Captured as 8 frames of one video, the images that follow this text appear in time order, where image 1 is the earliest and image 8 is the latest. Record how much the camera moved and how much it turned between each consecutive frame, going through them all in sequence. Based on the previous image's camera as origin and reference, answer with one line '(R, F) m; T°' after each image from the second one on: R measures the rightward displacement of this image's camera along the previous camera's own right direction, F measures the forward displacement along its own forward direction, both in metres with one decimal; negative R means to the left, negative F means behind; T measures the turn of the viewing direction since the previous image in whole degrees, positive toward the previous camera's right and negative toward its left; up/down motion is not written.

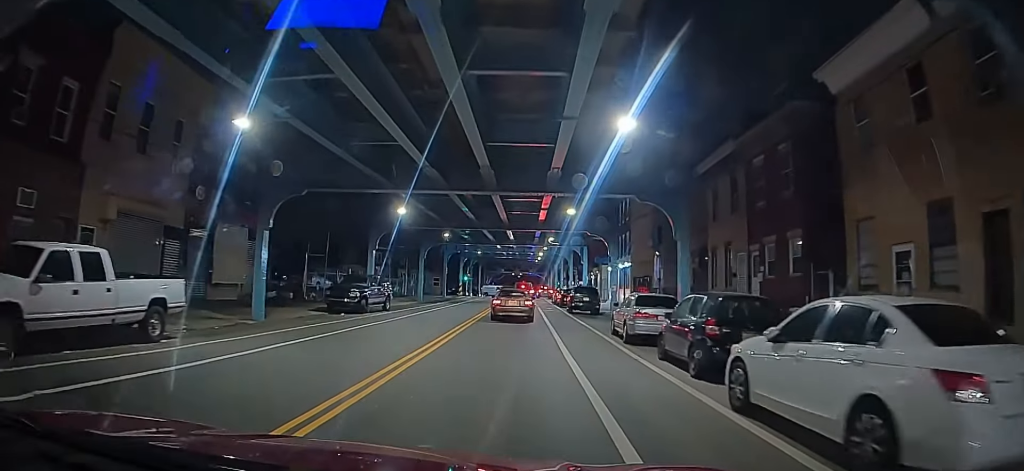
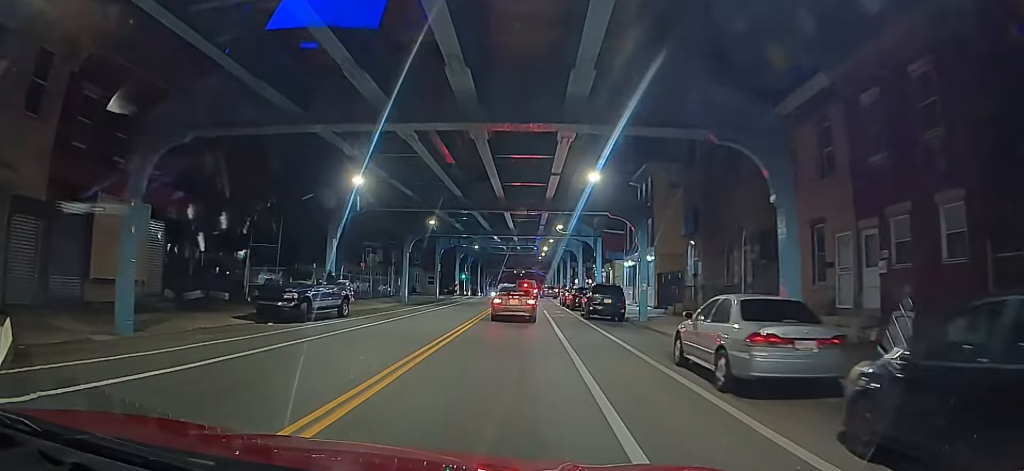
(-0.1, +6.4) m; +1°
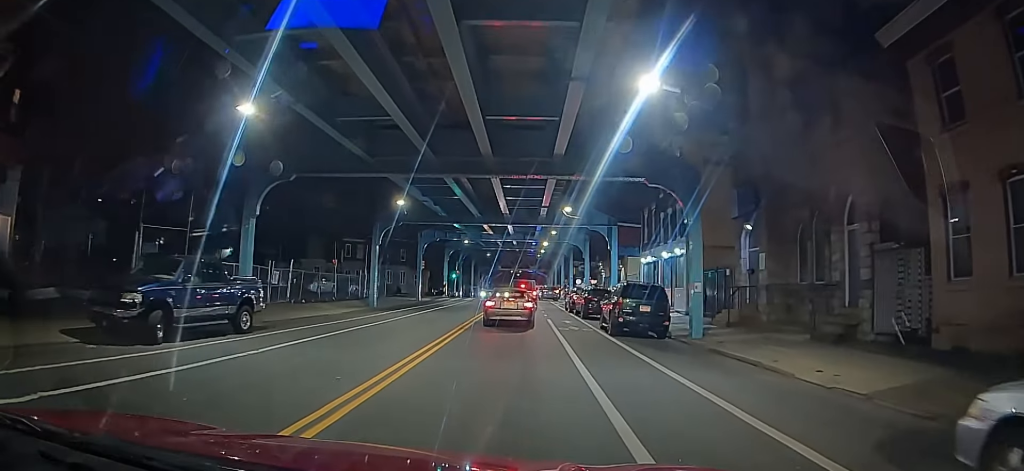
(+0.3, +6.6) m; +5°
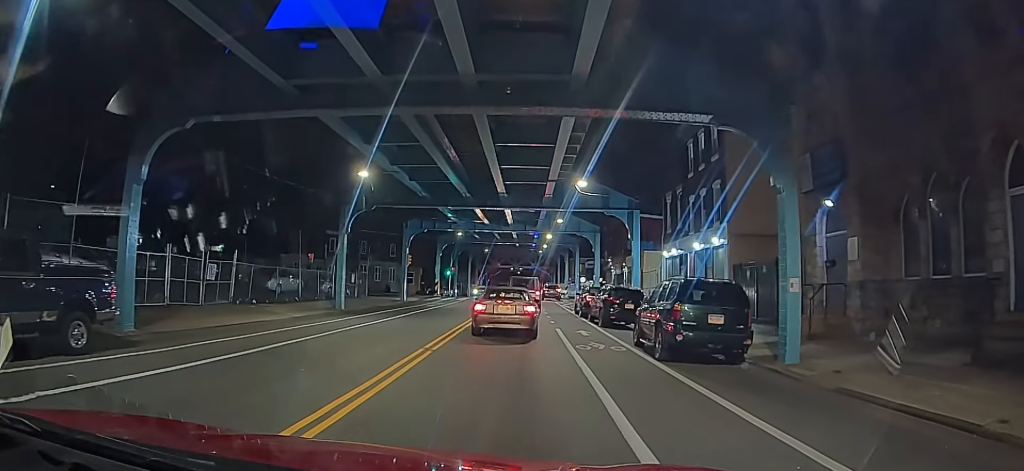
(-0.1, +6.2) m; 0°
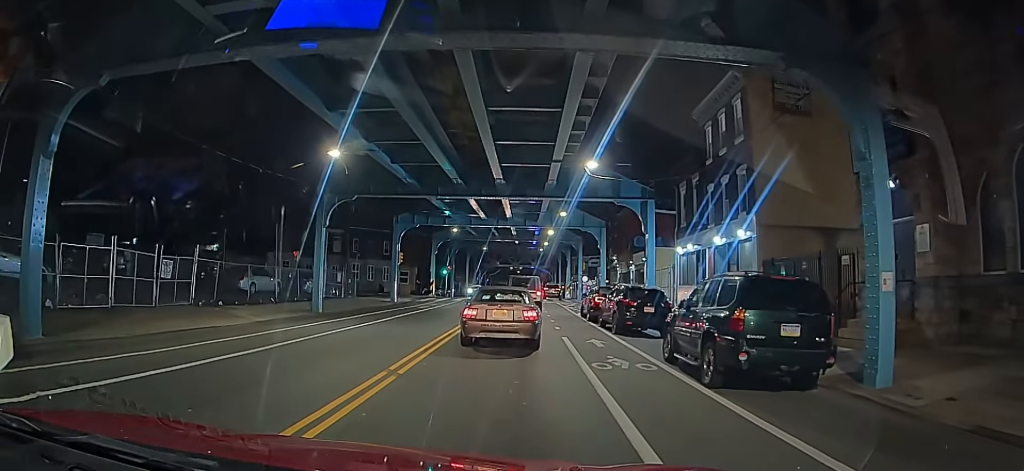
(+0.2, +4.3) m; +3°
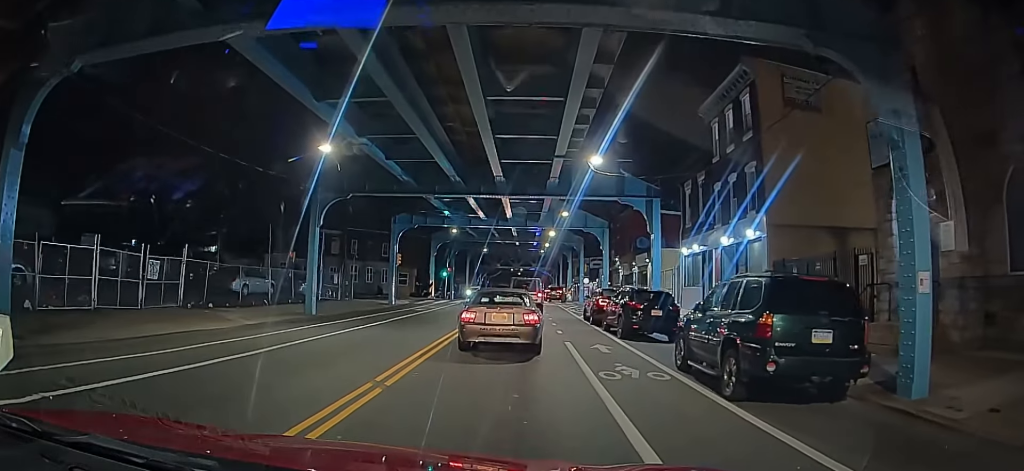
(+0.1, +1.6) m; 0°
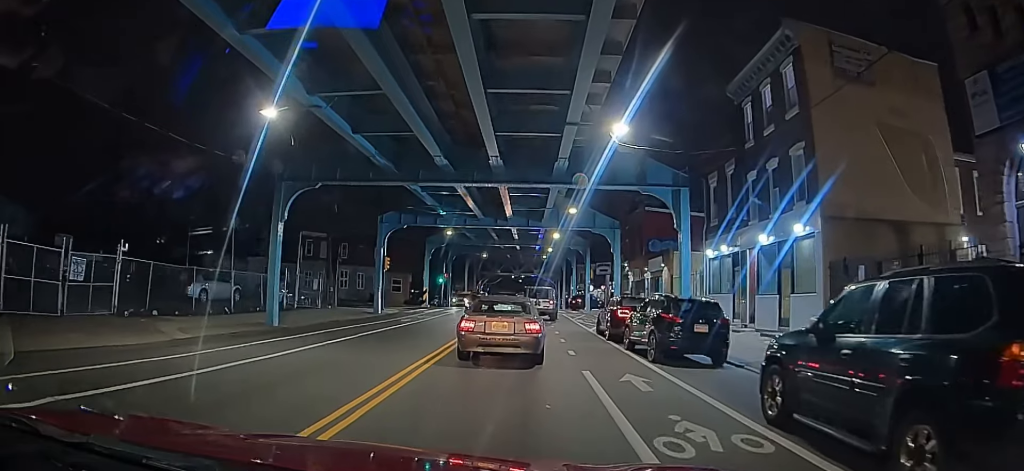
(-0.4, +4.4) m; -1°
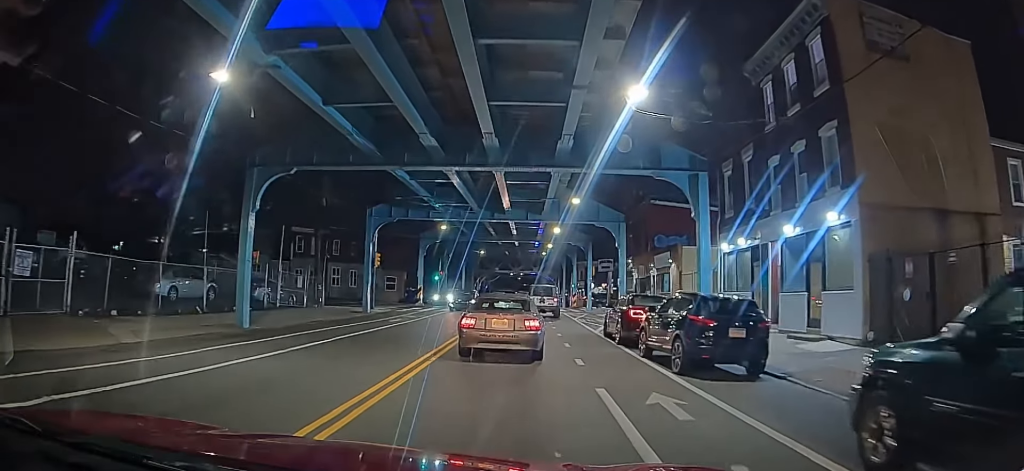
(+0.1, +2.7) m; +1°
